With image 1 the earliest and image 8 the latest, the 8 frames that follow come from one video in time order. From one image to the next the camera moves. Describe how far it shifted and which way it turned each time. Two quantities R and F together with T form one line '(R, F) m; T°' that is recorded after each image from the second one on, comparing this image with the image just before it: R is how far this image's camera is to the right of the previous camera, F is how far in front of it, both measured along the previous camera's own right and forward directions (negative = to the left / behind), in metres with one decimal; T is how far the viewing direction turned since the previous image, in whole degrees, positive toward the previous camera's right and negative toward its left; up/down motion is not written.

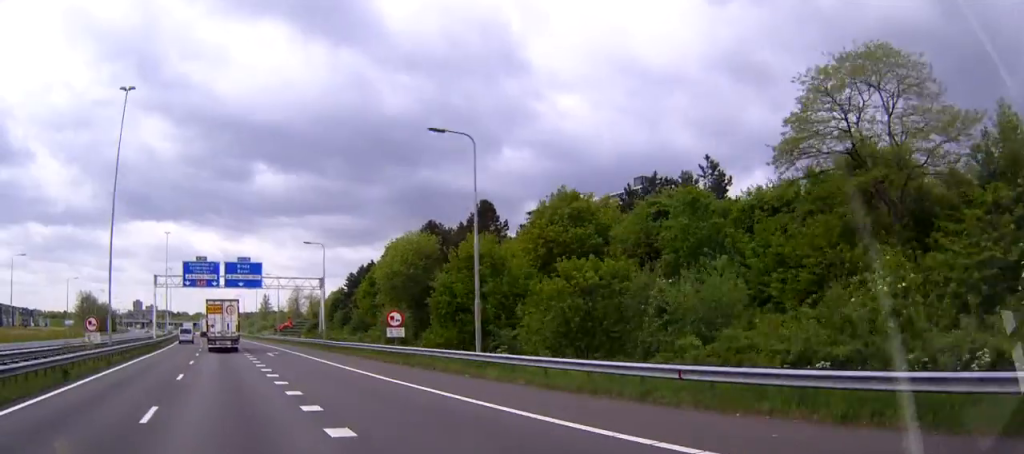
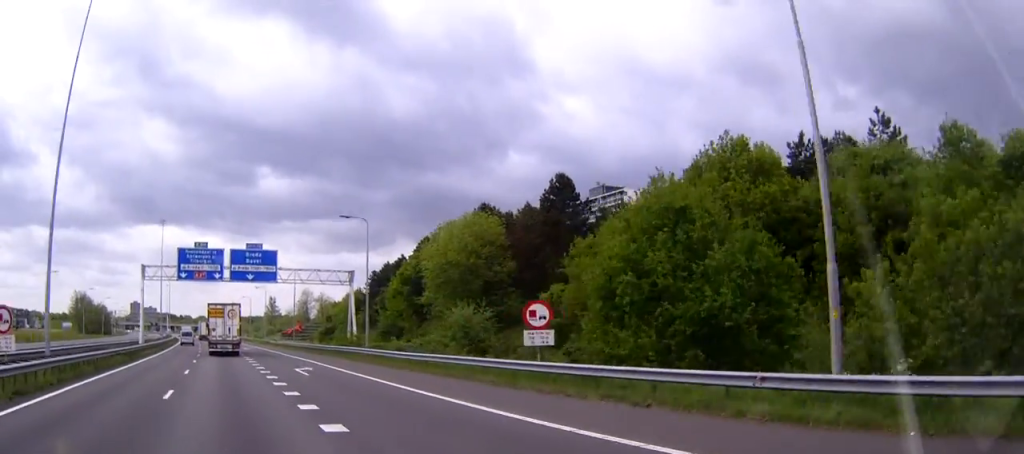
(0.0, +19.1) m; 0°
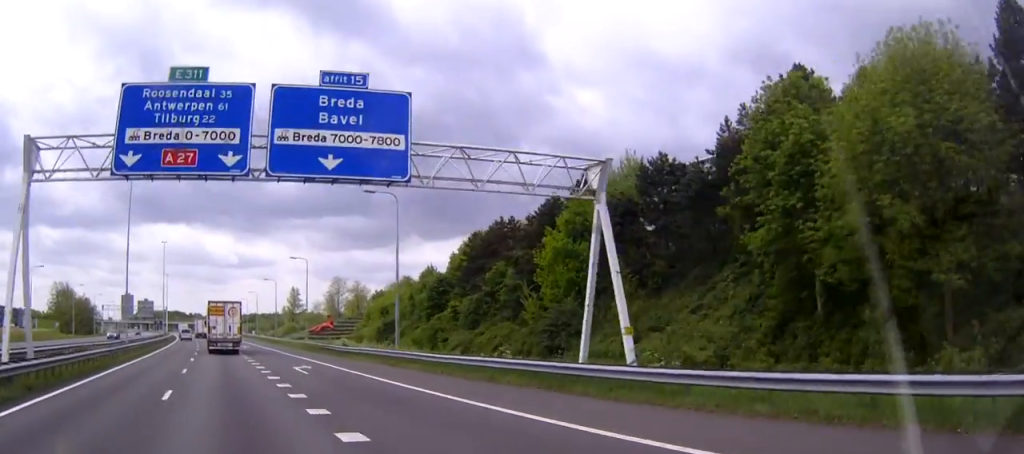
(-0.4, +49.4) m; -1°
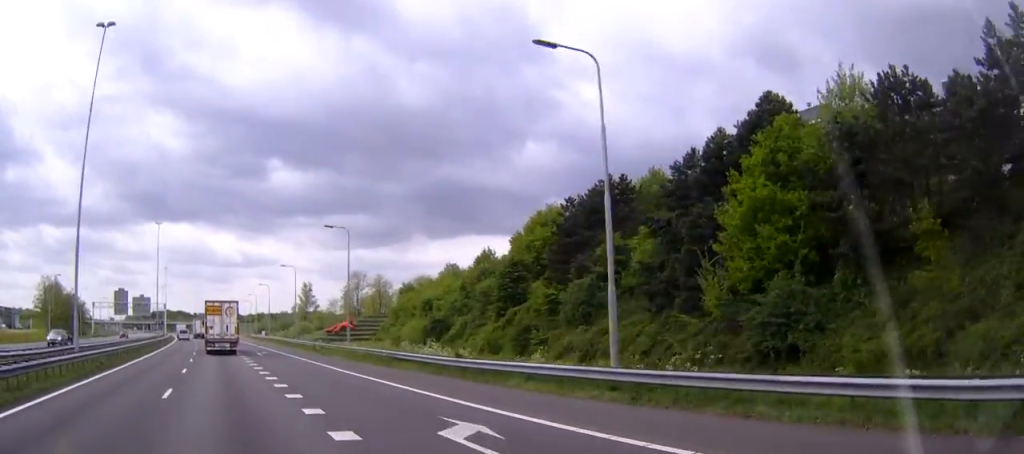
(-0.1, +23.7) m; -1°
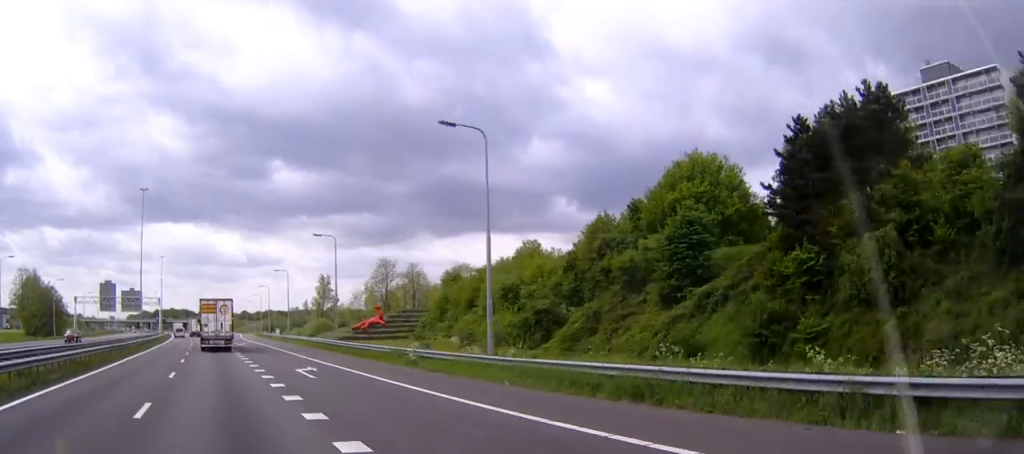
(-0.1, +29.5) m; 0°
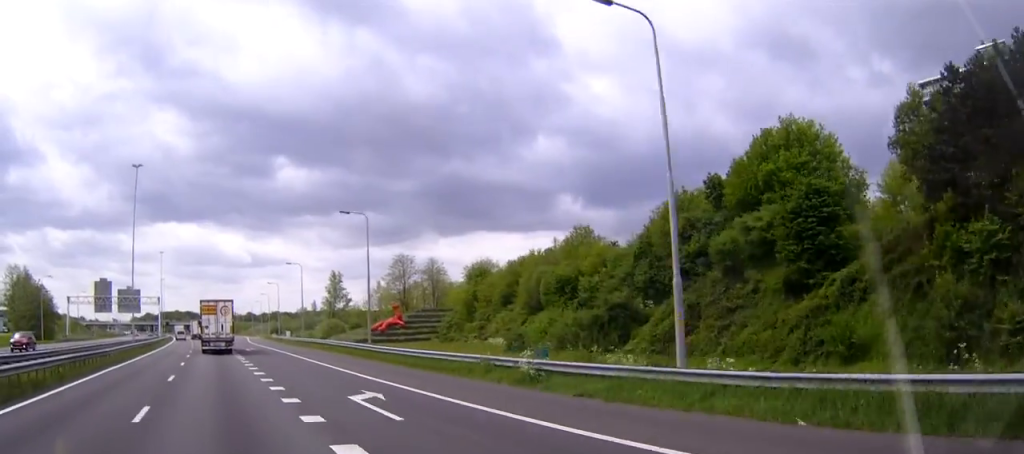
(0.0, +12.1) m; 0°
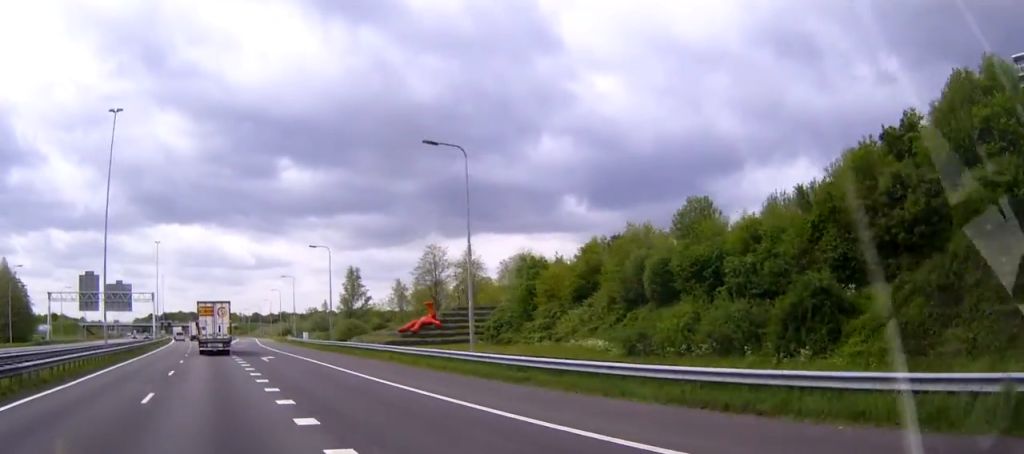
(-0.1, +20.5) m; -1°
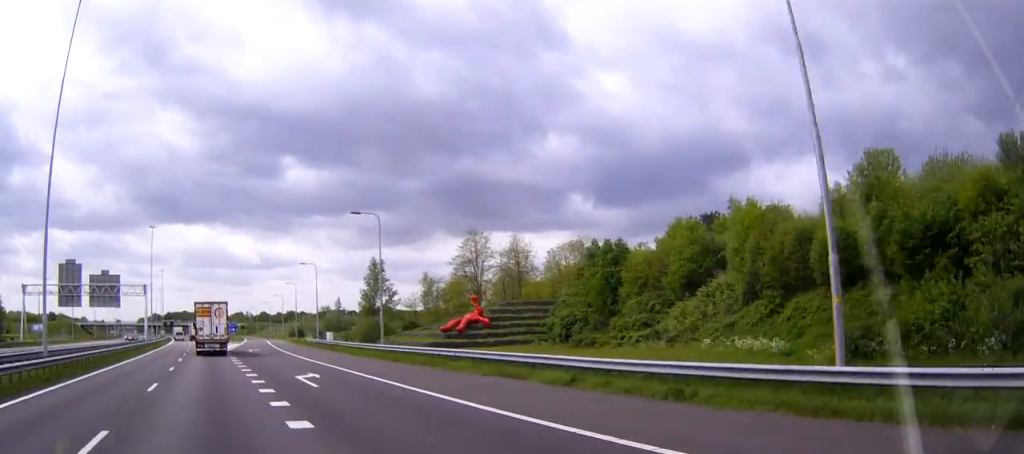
(-0.3, +20.8) m; 0°
